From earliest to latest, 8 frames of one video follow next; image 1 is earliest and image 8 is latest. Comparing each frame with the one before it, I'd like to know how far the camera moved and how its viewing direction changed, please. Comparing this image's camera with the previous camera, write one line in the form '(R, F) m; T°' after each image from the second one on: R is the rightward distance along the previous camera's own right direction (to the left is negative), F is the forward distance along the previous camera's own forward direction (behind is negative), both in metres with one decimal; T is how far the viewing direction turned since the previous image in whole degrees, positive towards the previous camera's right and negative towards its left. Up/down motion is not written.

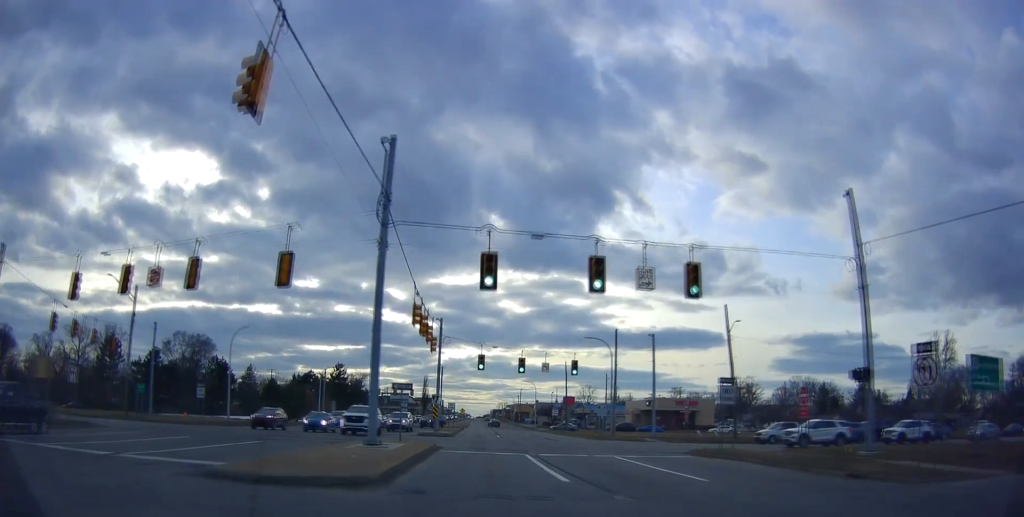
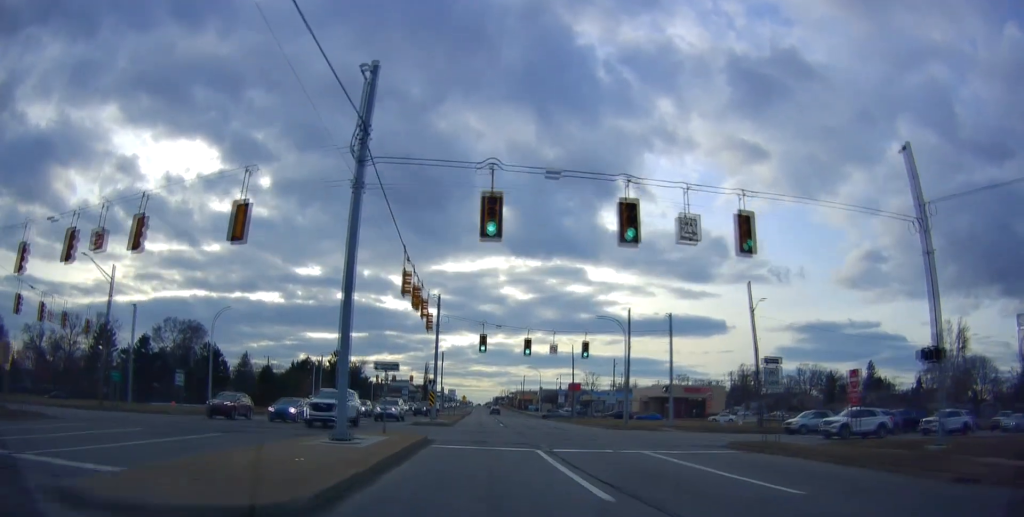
(0.0, +4.5) m; 0°
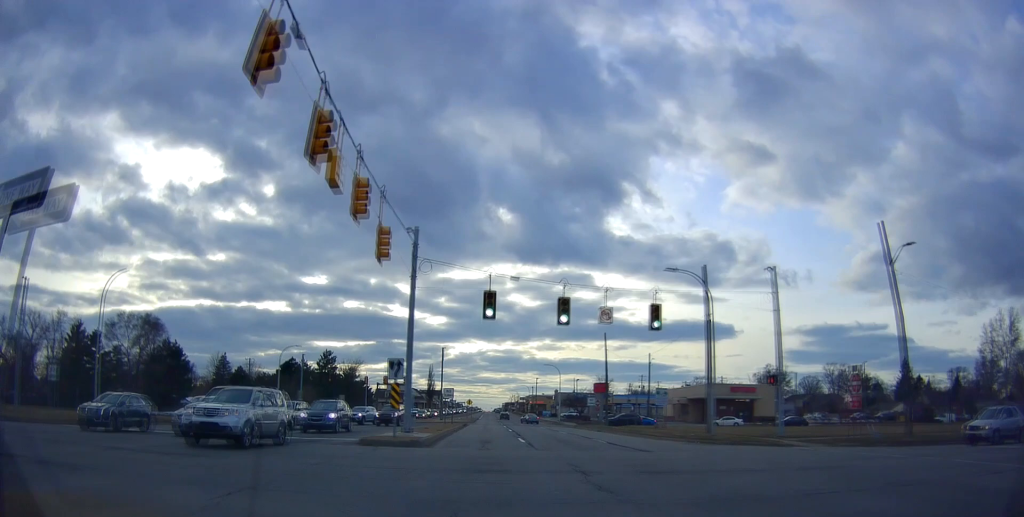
(-0.1, +17.7) m; -3°
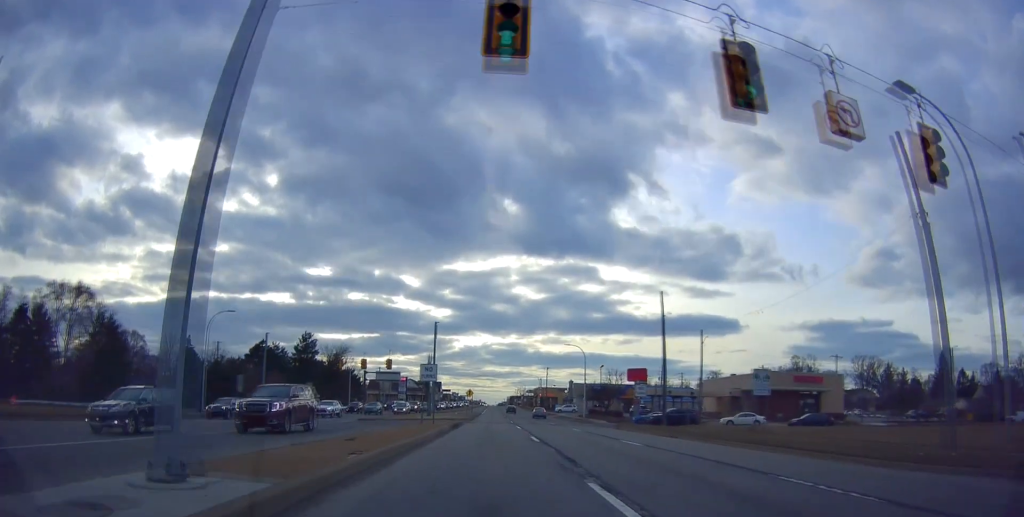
(0.0, +20.0) m; +1°
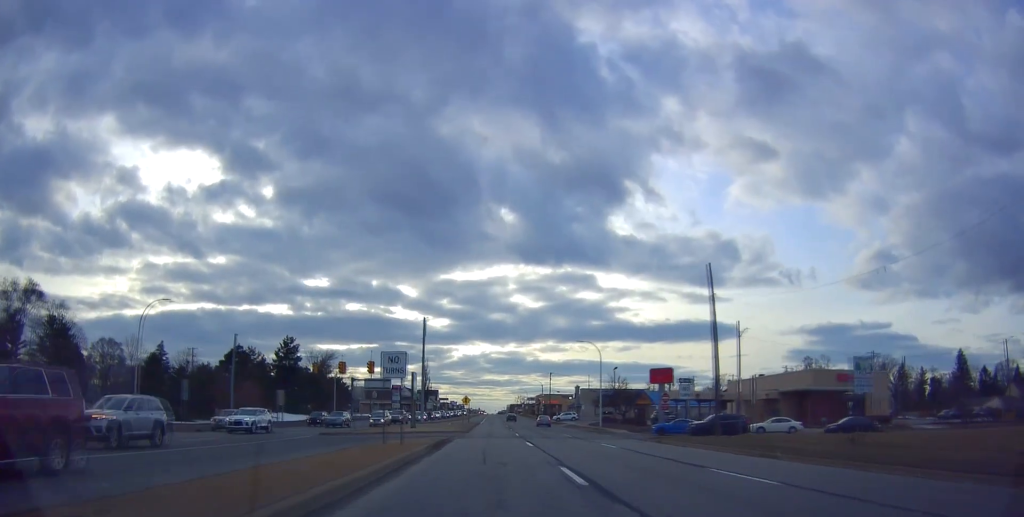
(0.0, +10.9) m; -1°
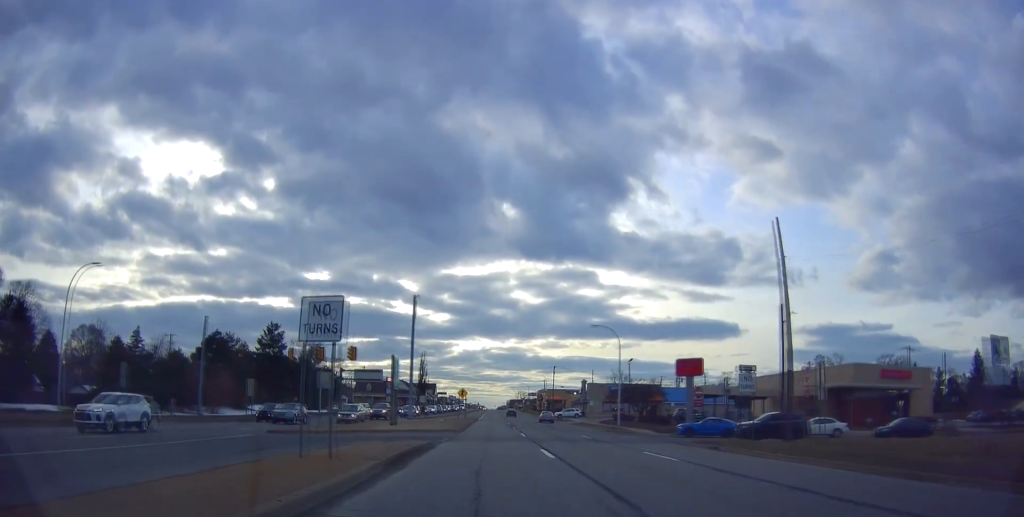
(-0.2, +8.9) m; -1°
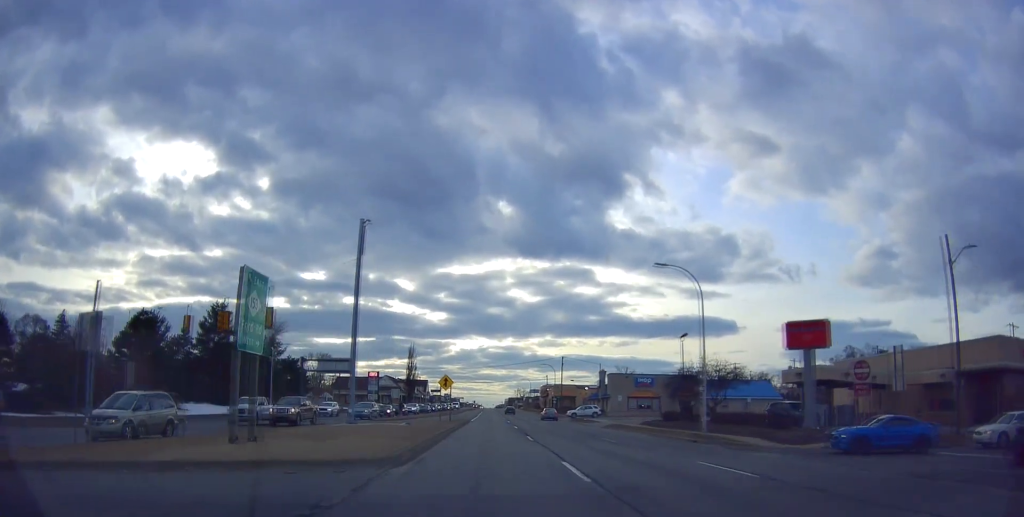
(+0.1, +22.1) m; +1°
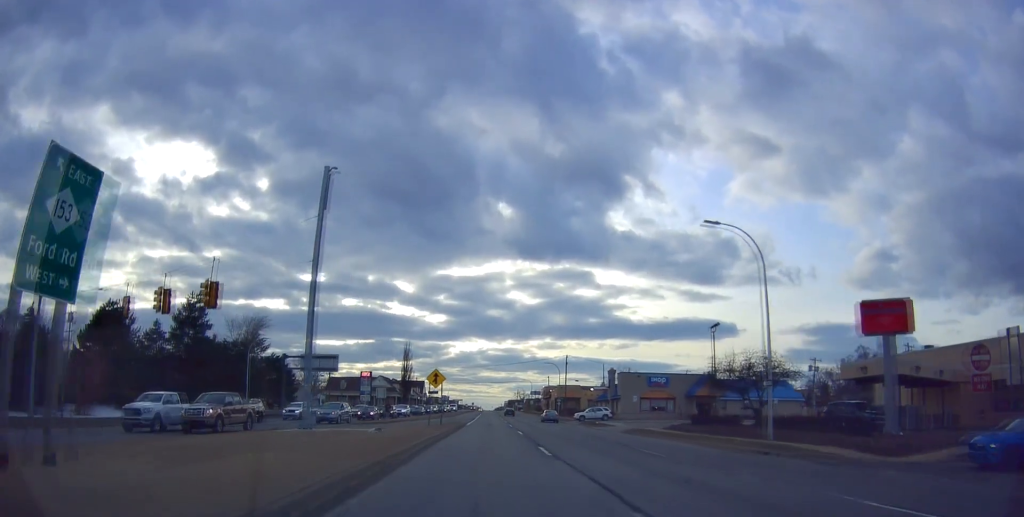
(0.0, +8.0) m; +1°
